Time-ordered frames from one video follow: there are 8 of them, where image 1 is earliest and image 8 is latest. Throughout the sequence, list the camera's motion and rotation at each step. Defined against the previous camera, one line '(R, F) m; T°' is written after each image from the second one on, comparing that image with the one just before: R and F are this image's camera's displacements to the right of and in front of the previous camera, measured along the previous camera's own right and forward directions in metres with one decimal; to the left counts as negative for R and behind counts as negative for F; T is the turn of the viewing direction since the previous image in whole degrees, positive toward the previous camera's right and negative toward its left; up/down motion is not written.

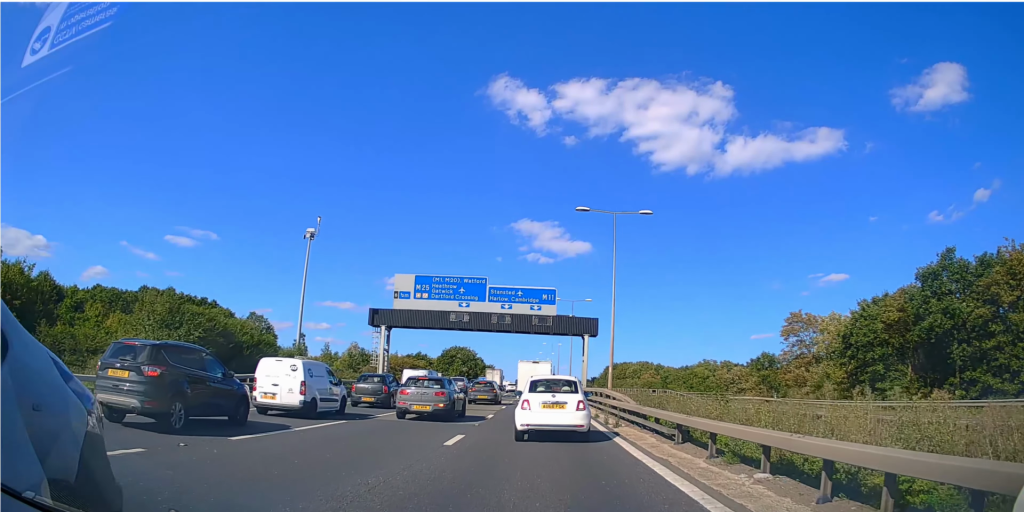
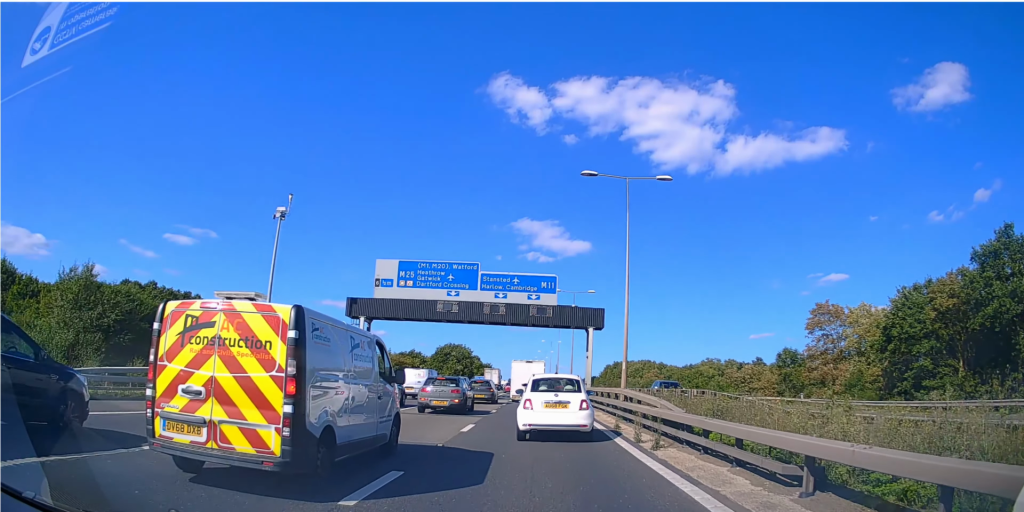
(-0.2, +7.7) m; -2°
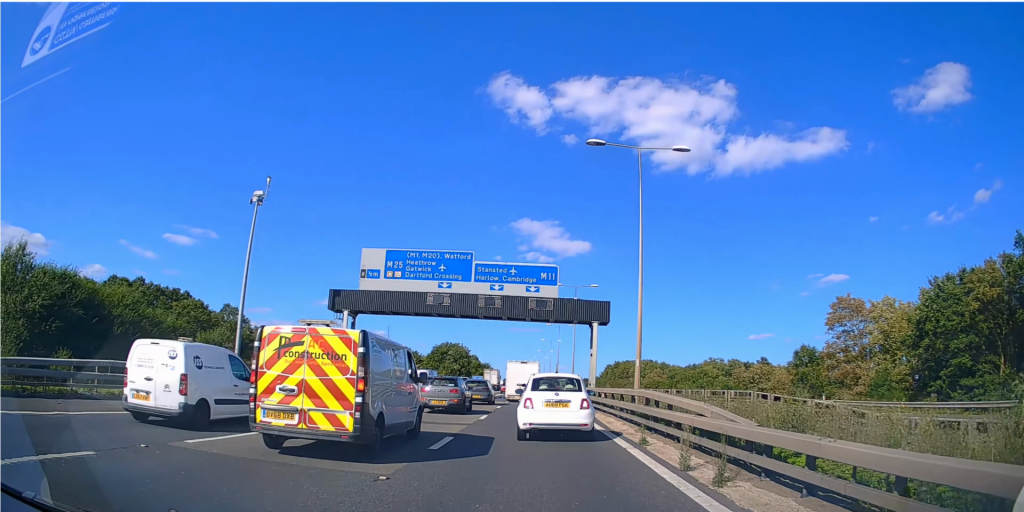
(0.0, +5.0) m; 0°
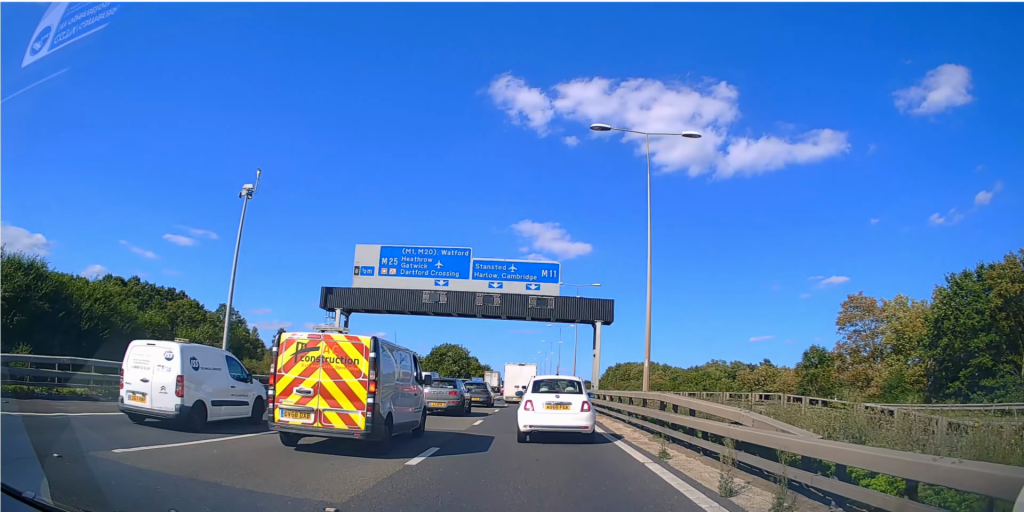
(0.0, +2.6) m; 0°
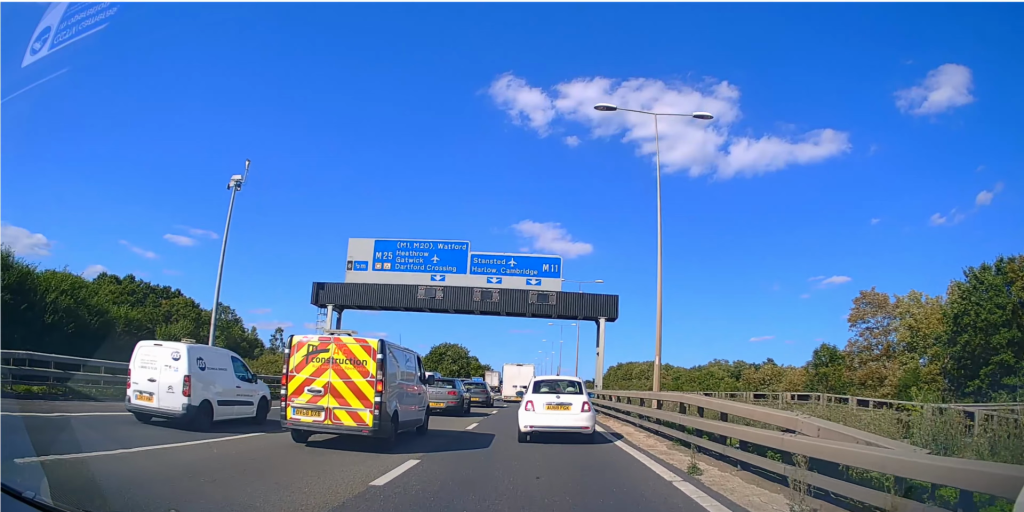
(0.0, +2.9) m; +1°
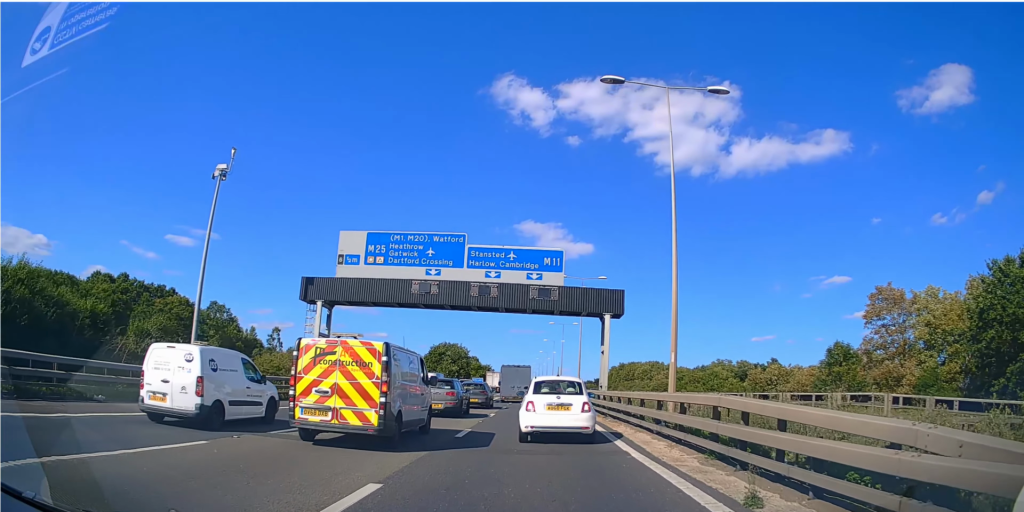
(0.0, +2.9) m; +1°
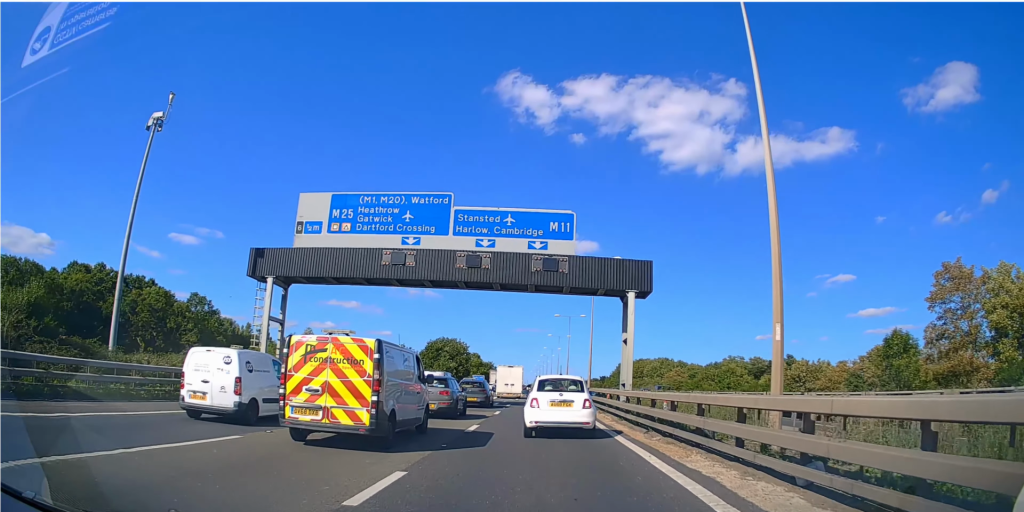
(0.0, +9.6) m; -2°
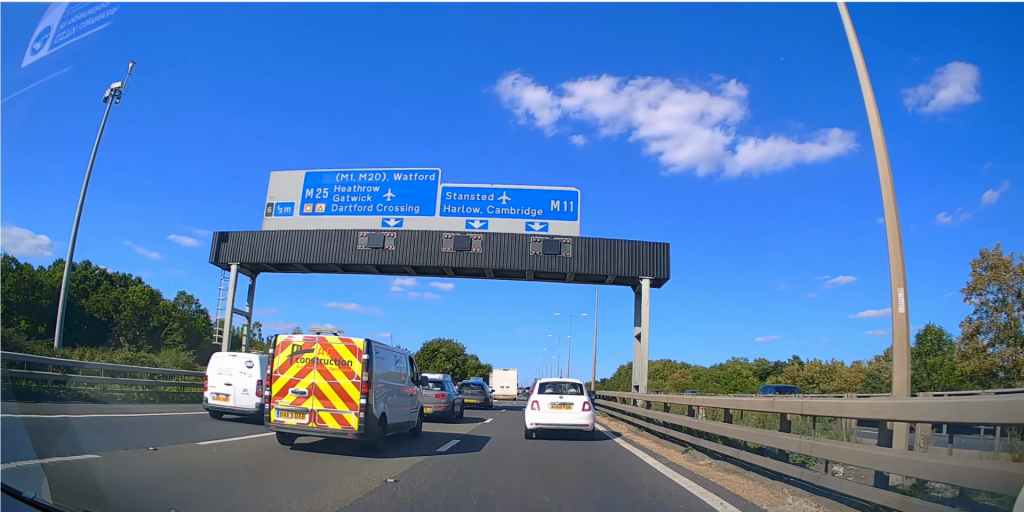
(0.0, +1.7) m; 0°
